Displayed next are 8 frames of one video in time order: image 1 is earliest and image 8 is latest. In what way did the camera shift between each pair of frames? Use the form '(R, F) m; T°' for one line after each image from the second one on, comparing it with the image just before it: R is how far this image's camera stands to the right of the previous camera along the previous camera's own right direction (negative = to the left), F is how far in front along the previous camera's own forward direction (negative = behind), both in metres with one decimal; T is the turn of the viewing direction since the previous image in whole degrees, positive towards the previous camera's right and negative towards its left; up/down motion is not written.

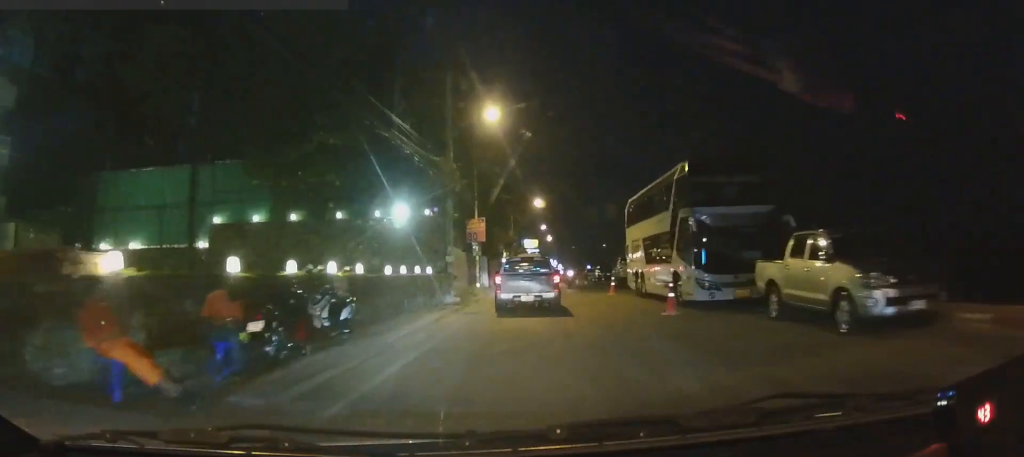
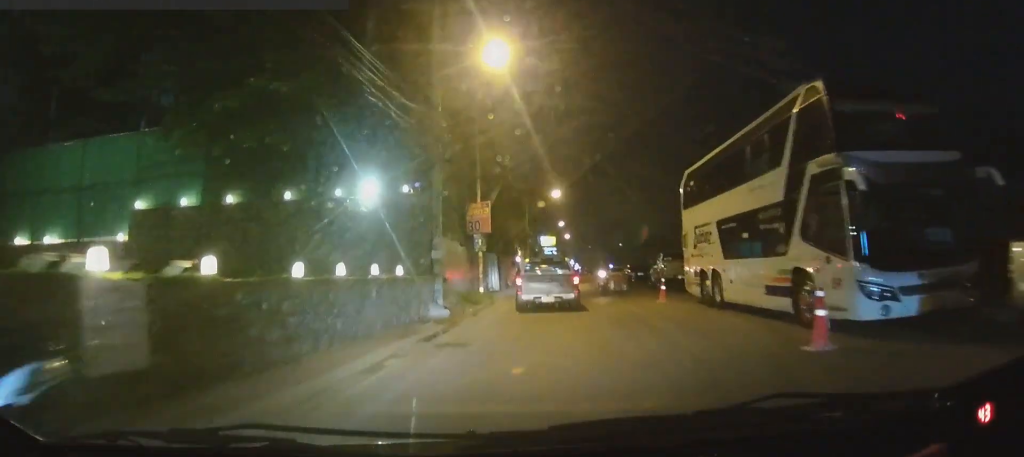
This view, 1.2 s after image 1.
(-0.1, +8.1) m; -2°
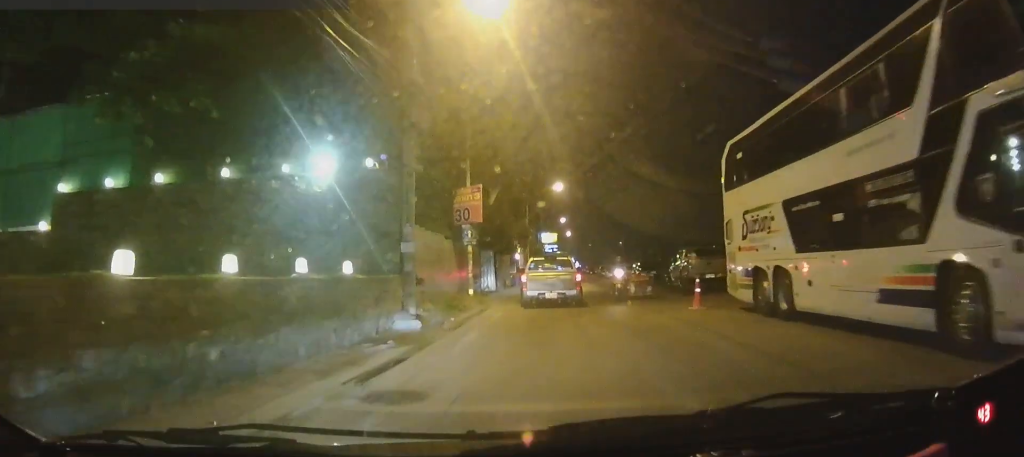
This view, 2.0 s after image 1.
(-0.1, +4.5) m; -1°
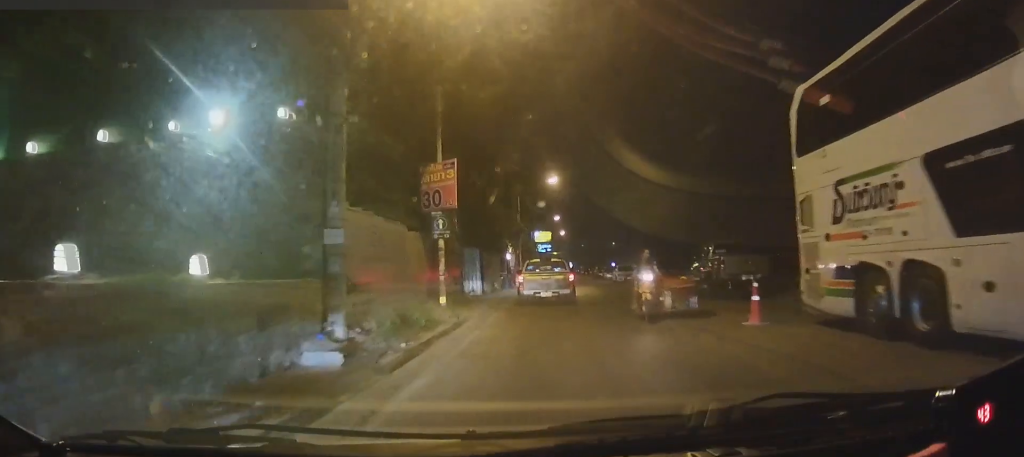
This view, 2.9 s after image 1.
(0.0, +4.9) m; +1°
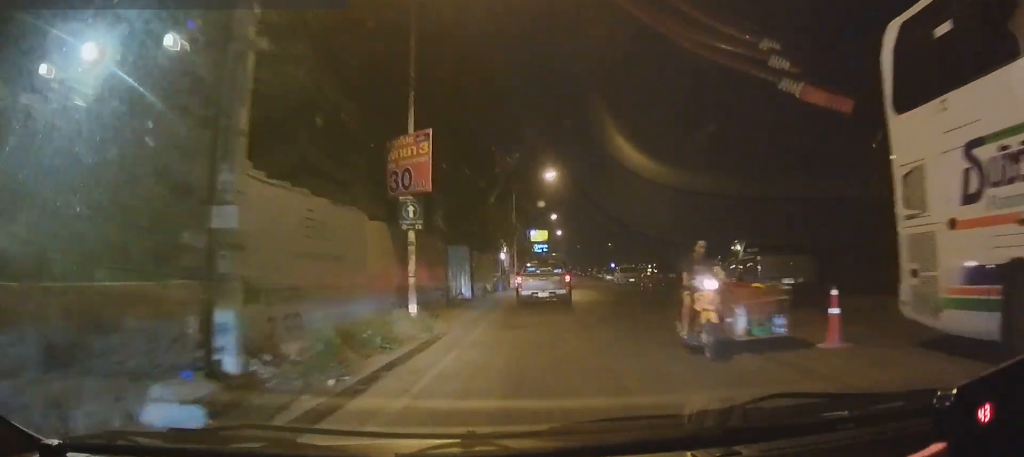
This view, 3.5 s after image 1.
(0.0, +3.4) m; +1°
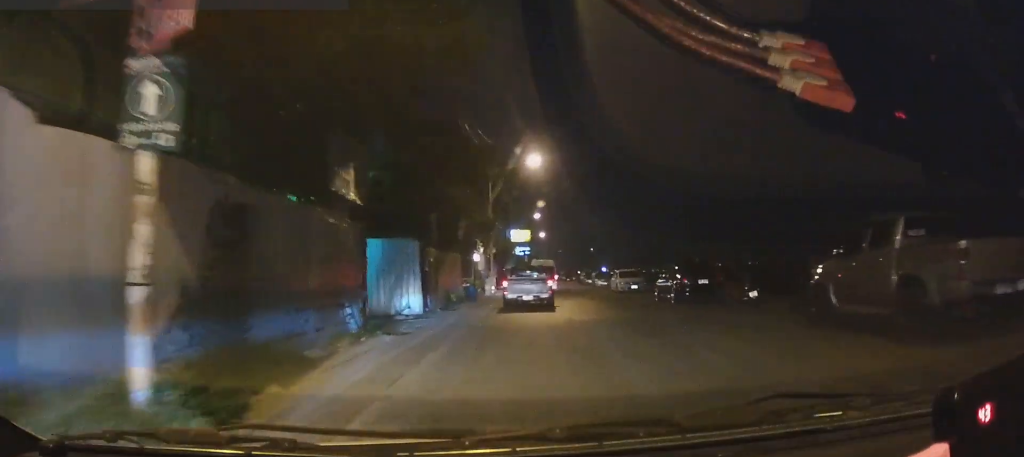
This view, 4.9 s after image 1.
(+0.1, +8.3) m; +1°
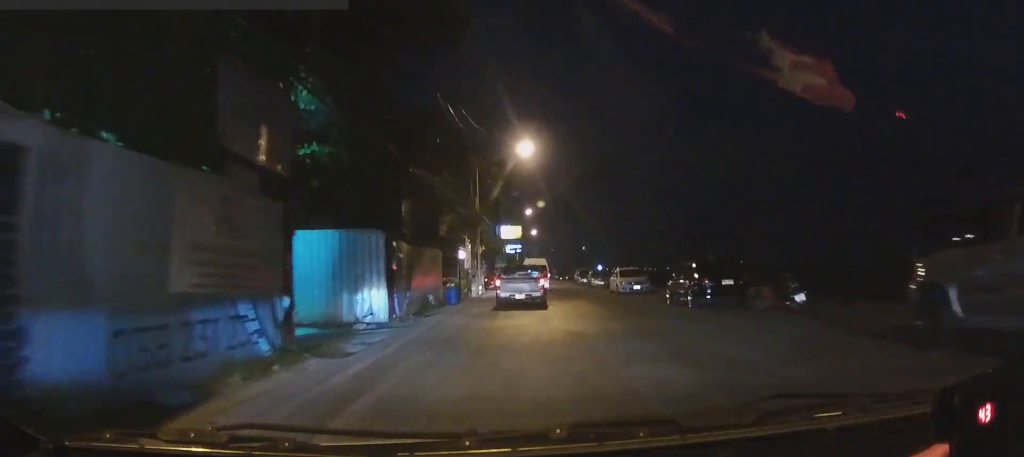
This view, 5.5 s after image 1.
(0.0, +3.5) m; 0°
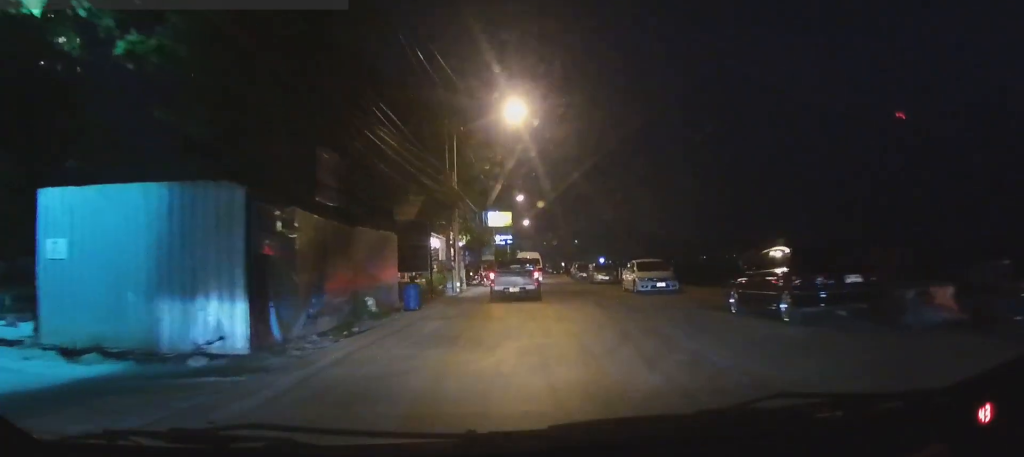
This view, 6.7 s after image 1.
(0.0, +7.5) m; -1°
